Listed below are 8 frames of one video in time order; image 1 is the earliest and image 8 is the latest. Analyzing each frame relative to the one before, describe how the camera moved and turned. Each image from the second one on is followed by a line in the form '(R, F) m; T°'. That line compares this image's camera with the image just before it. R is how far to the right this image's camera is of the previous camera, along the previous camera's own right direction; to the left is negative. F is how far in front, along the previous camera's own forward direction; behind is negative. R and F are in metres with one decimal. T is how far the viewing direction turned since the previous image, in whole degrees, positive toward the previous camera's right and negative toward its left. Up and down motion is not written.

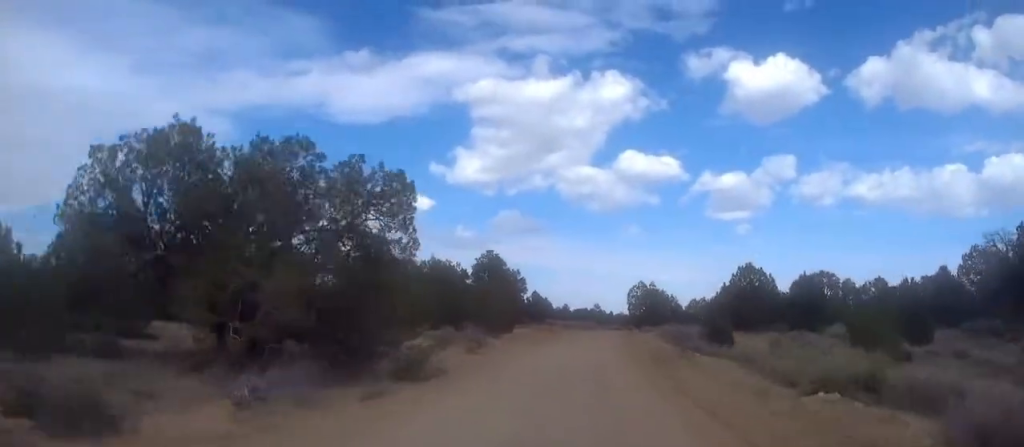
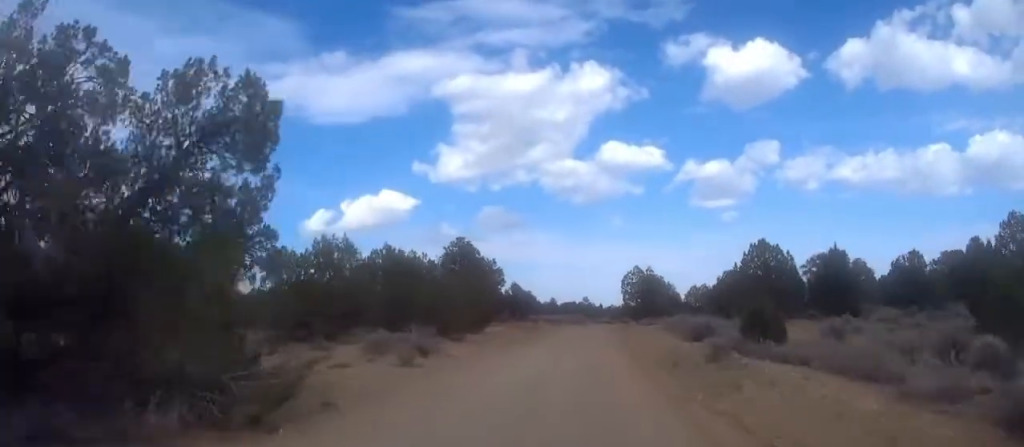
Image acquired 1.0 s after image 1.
(0.0, +9.3) m; 0°
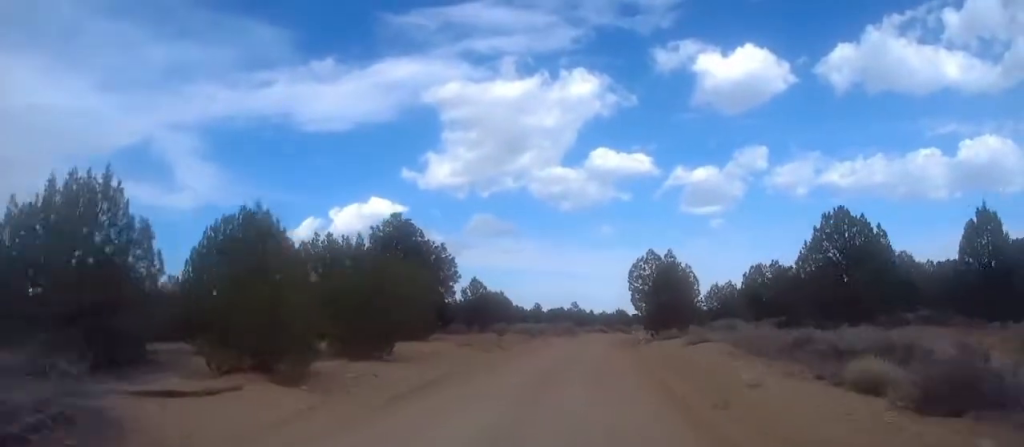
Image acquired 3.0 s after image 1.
(+0.2, +18.5) m; +1°
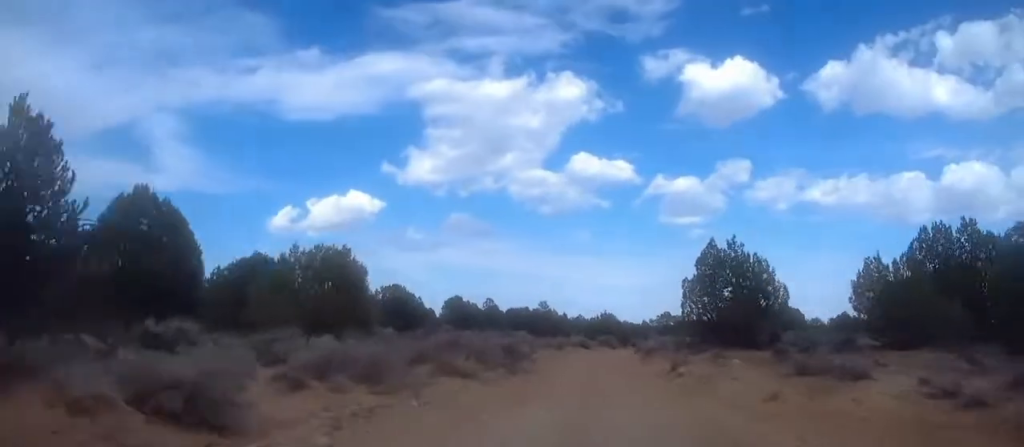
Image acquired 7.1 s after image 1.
(+0.5, +37.3) m; +3°
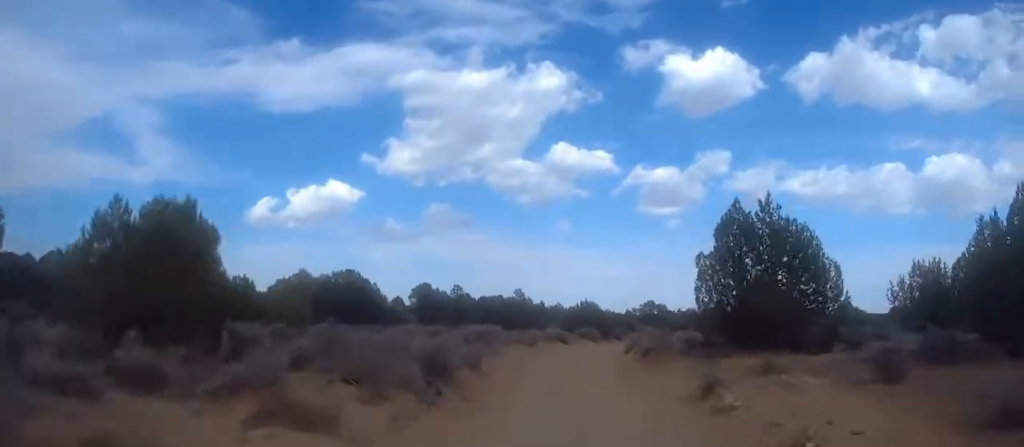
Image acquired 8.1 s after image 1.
(+0.2, +9.2) m; +1°
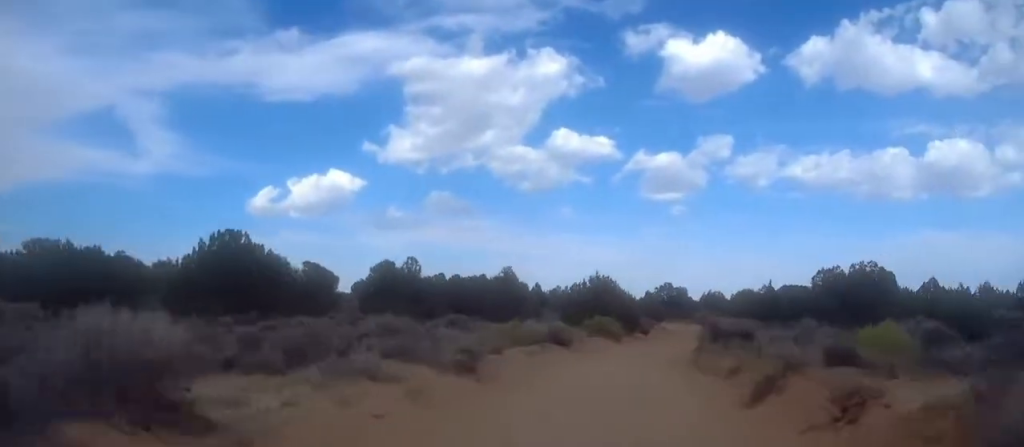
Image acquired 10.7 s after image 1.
(+0.6, +24.5) m; +3°
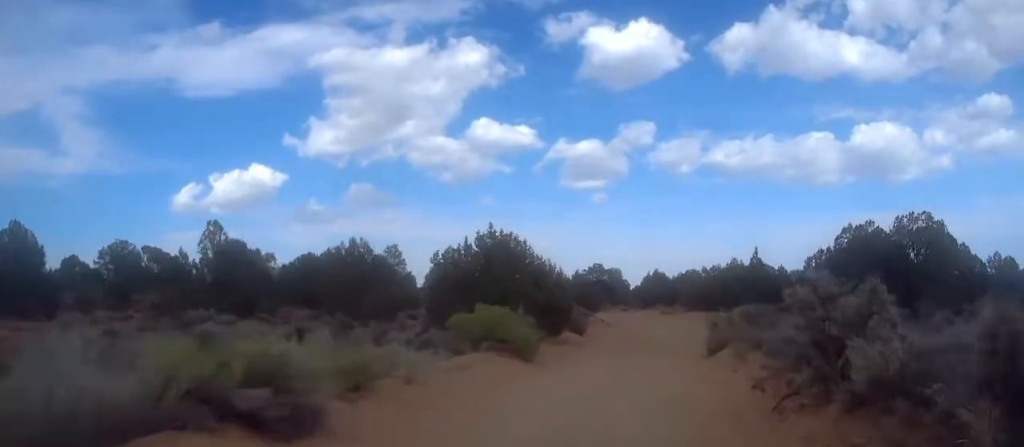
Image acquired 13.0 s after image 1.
(+0.5, +20.9) m; +5°
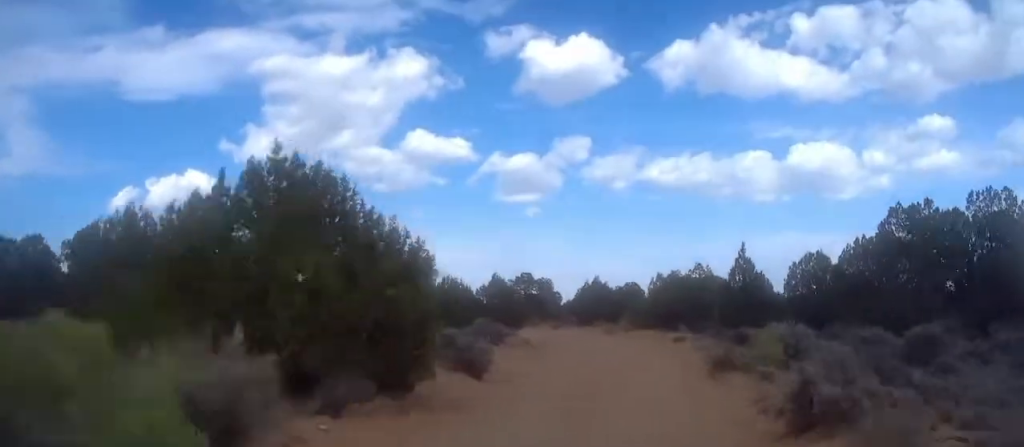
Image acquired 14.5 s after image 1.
(+0.7, +13.5) m; +4°
